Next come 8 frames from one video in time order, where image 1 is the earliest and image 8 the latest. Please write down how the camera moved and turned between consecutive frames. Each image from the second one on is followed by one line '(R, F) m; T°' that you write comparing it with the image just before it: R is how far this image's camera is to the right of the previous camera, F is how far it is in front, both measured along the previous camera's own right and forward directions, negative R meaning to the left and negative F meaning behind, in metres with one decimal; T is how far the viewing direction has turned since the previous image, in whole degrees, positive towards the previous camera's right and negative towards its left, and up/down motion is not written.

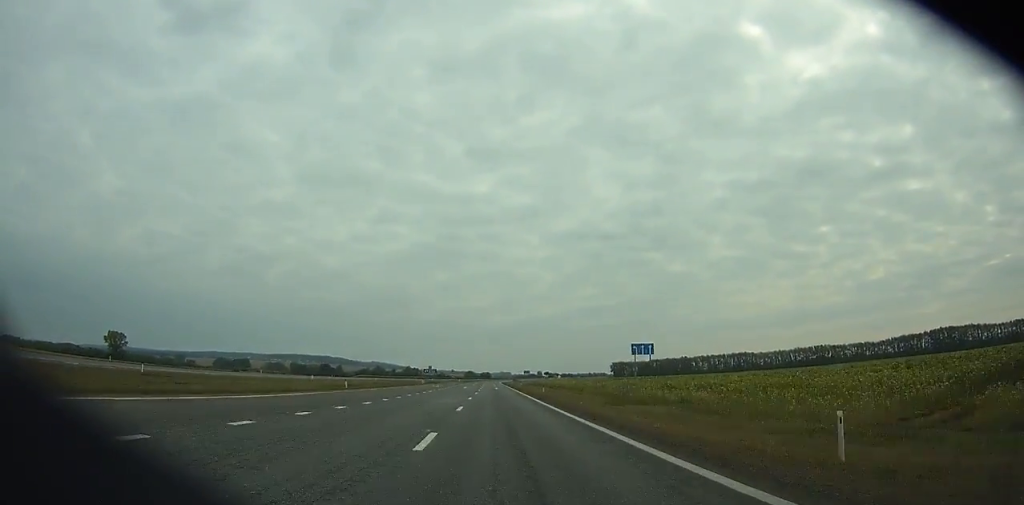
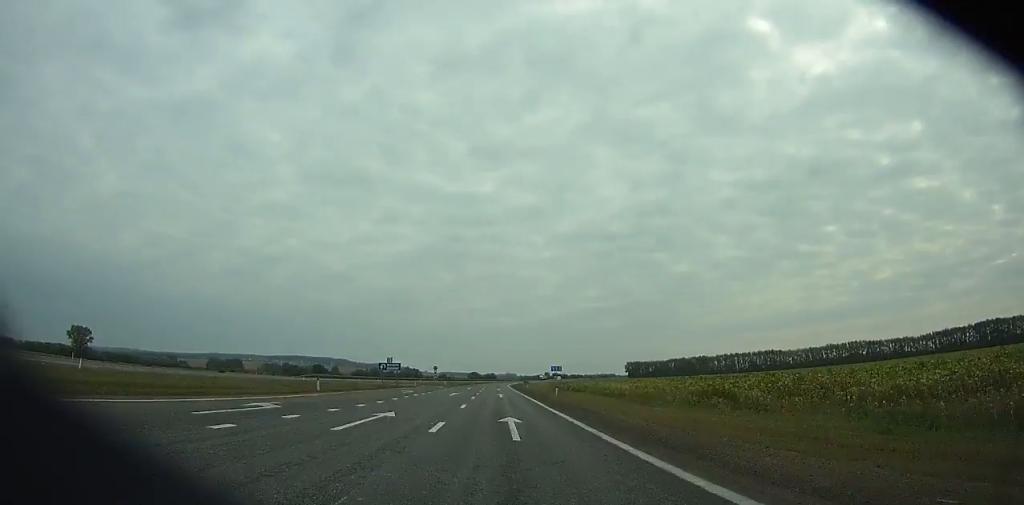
(+0.4, +55.8) m; 0°
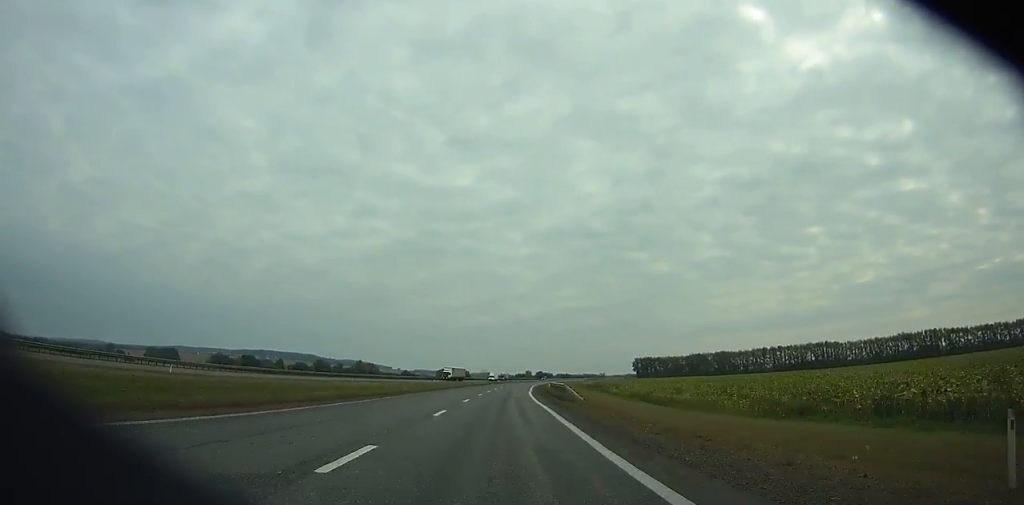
(+0.8, +148.8) m; +2°
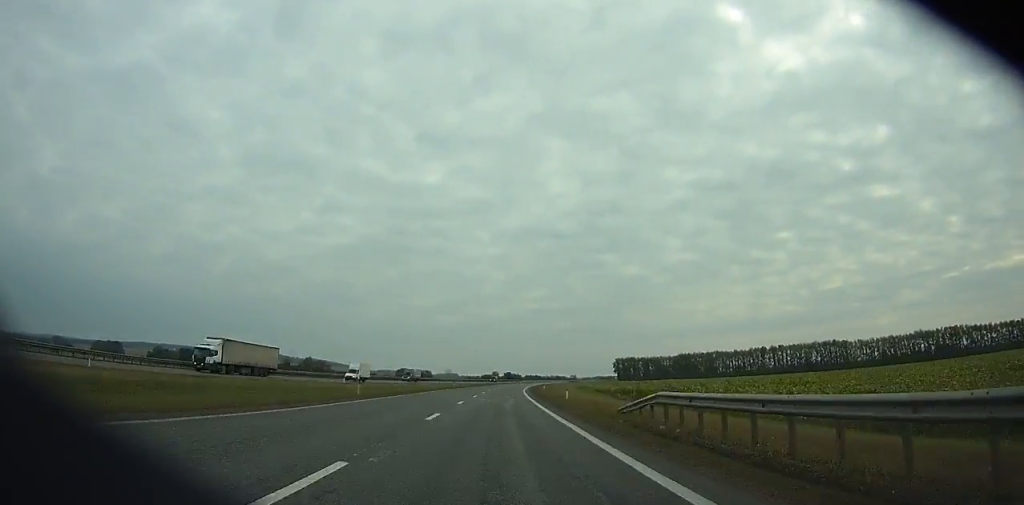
(+1.0, +61.2) m; +2°
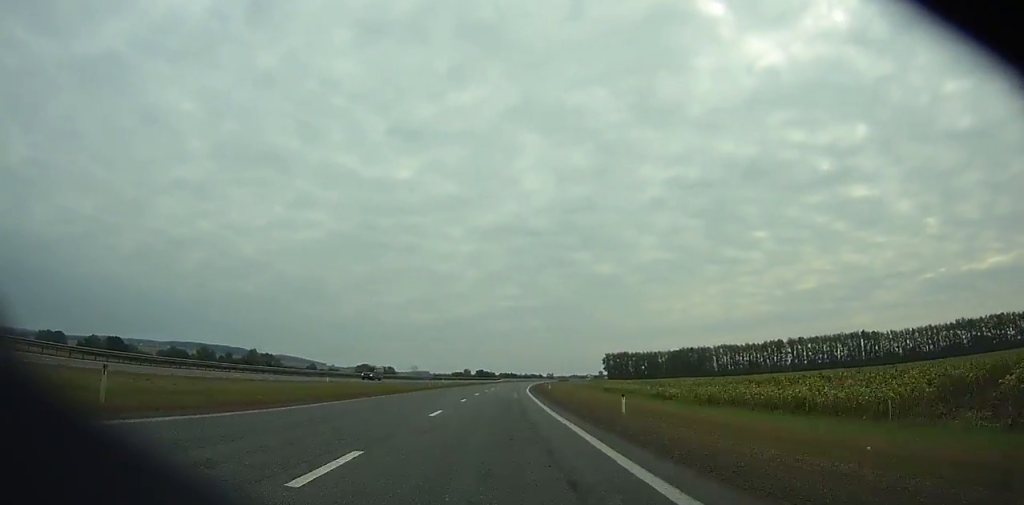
(+1.7, +69.6) m; +3°
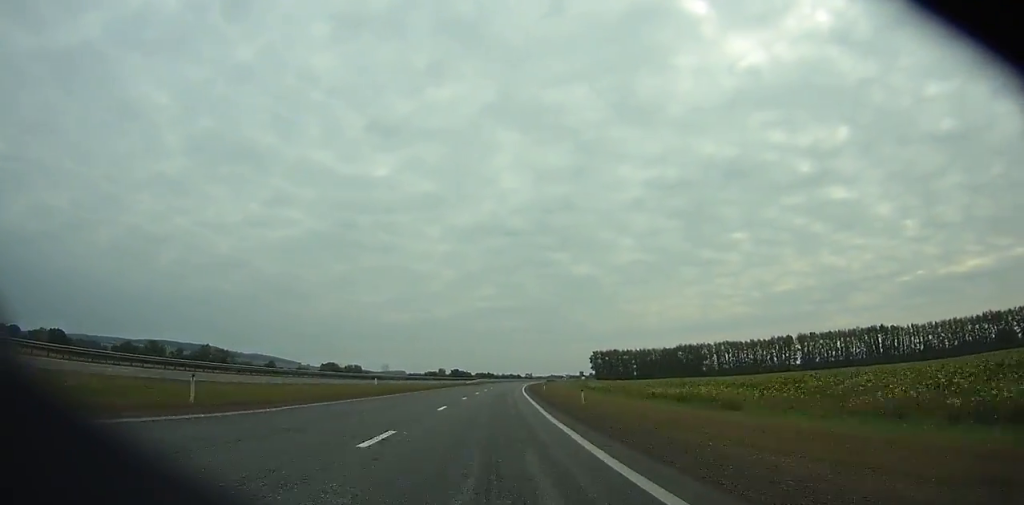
(+0.5, +43.2) m; +2°
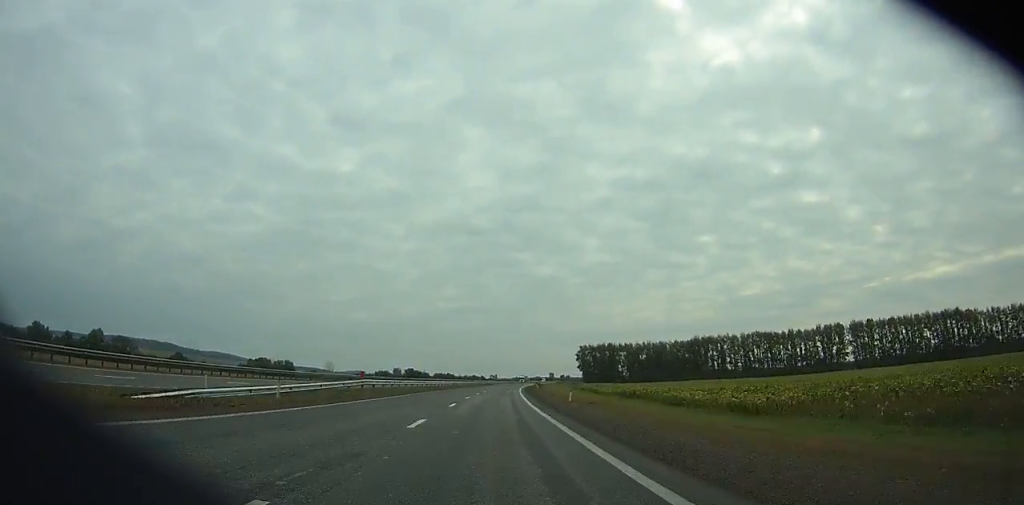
(+3.0, +89.8) m; +4°
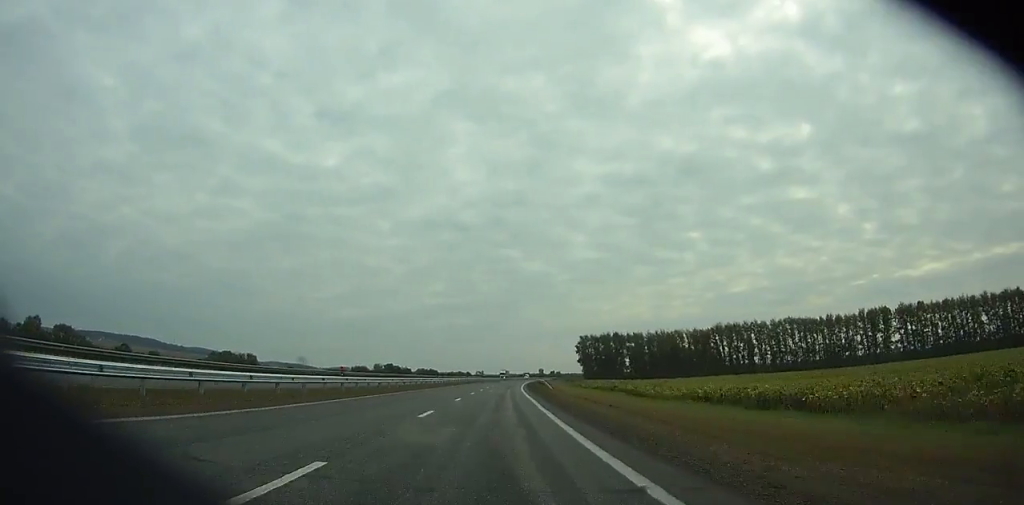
(+1.1, +44.1) m; +2°
